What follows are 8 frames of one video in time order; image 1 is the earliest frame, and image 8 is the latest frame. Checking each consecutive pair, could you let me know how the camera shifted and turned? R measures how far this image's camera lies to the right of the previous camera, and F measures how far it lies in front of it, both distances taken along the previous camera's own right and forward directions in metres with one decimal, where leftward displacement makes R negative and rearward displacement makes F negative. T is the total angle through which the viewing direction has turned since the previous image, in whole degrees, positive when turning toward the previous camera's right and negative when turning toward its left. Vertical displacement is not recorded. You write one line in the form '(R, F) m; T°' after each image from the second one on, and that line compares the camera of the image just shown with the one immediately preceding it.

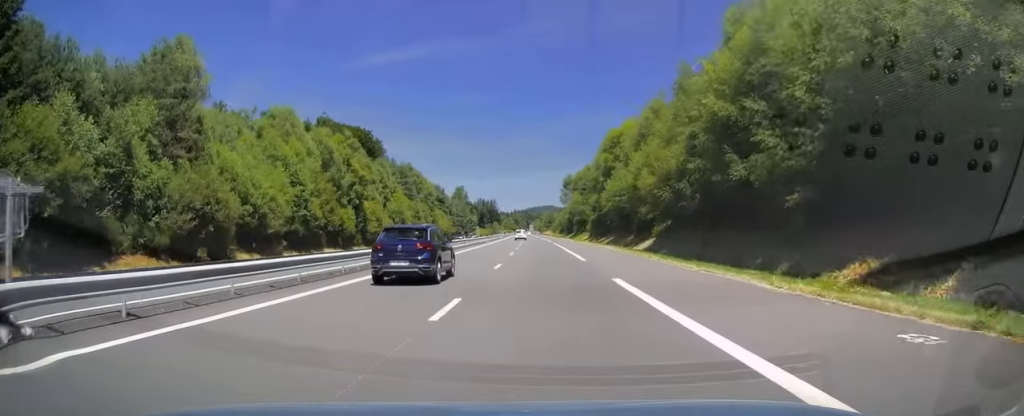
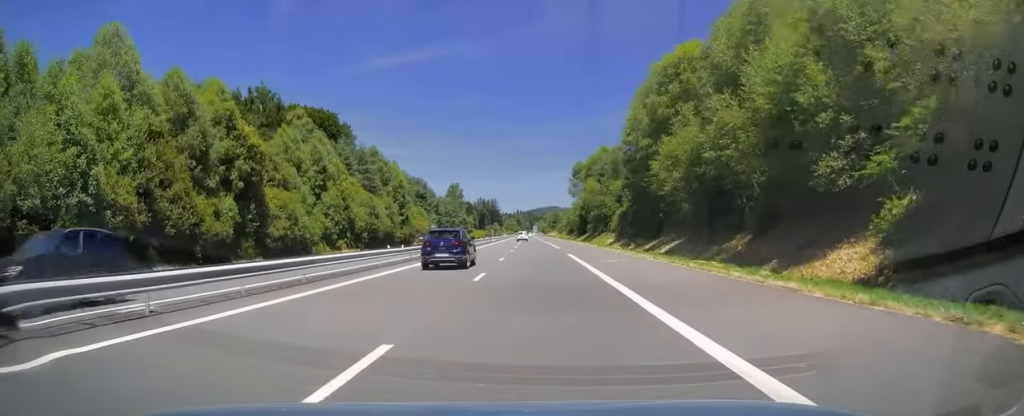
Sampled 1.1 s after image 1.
(-0.1, +31.4) m; 0°
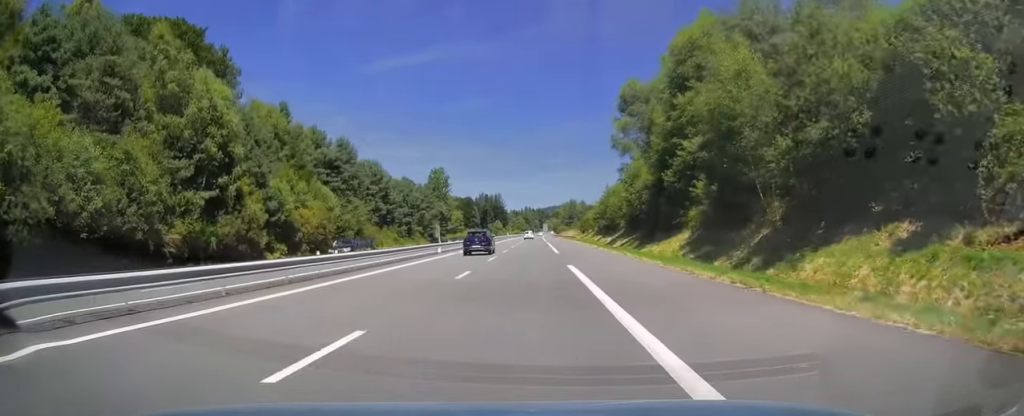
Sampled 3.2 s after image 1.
(-0.3, +64.1) m; -1°
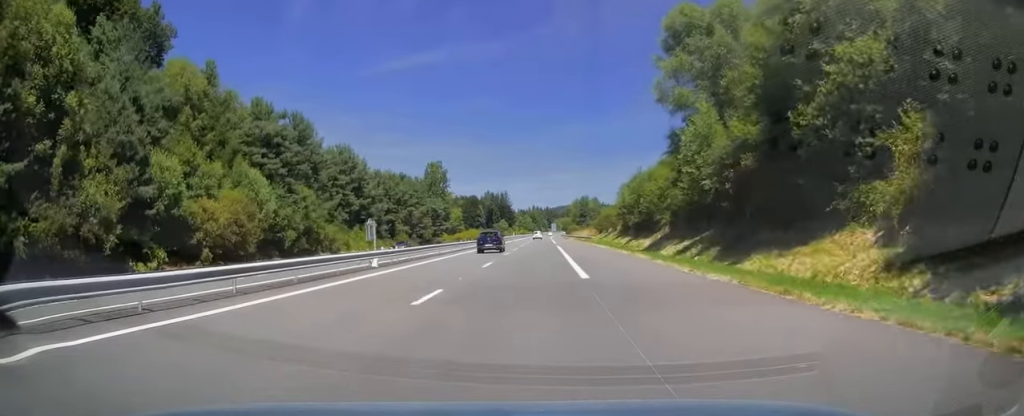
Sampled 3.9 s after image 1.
(-0.1, +19.6) m; 0°
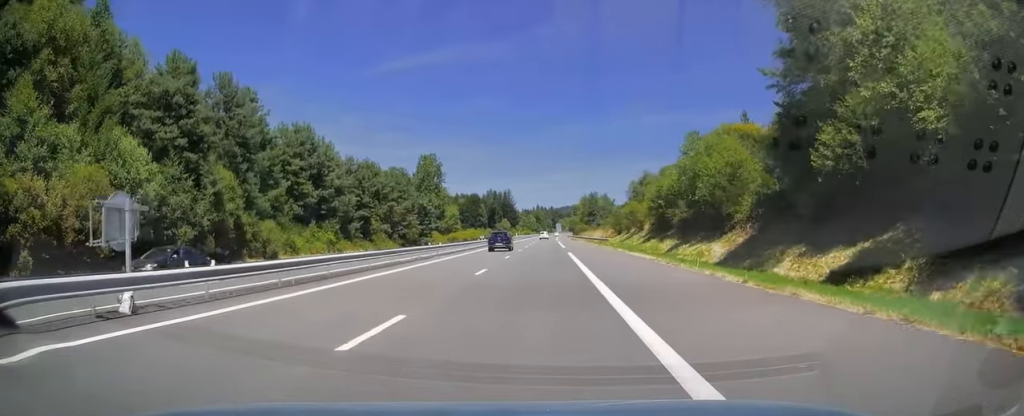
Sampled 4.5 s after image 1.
(-0.1, +17.6) m; 0°
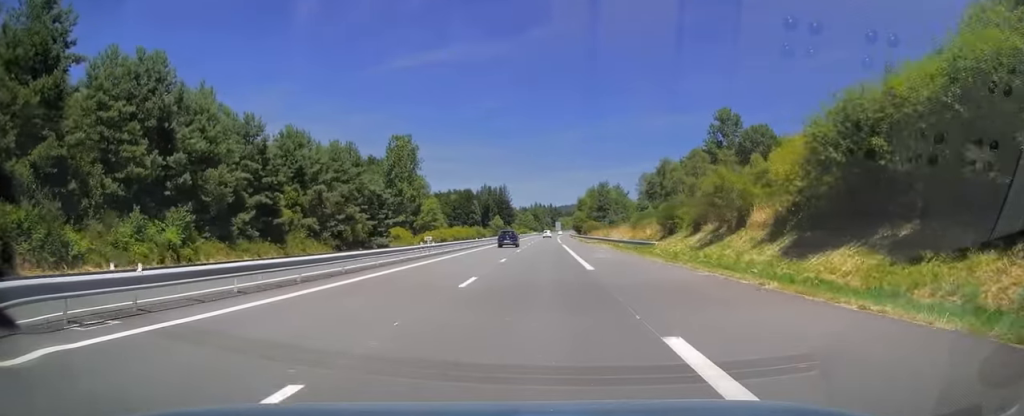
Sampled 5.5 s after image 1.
(-0.2, +31.0) m; 0°
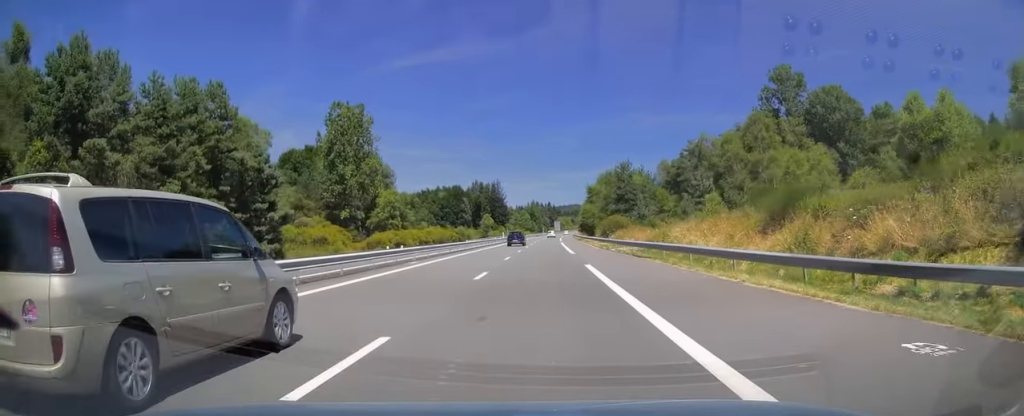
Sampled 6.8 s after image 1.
(+0.3, +36.4) m; +1°
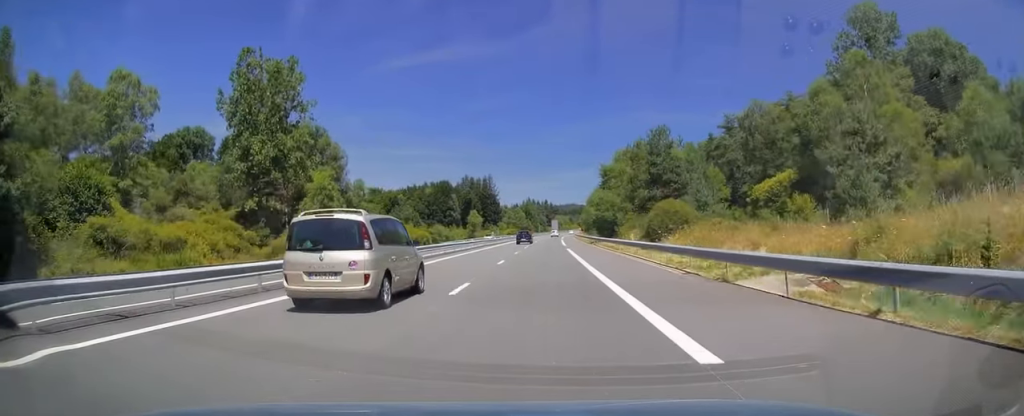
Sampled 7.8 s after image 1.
(0.0, +30.6) m; 0°
